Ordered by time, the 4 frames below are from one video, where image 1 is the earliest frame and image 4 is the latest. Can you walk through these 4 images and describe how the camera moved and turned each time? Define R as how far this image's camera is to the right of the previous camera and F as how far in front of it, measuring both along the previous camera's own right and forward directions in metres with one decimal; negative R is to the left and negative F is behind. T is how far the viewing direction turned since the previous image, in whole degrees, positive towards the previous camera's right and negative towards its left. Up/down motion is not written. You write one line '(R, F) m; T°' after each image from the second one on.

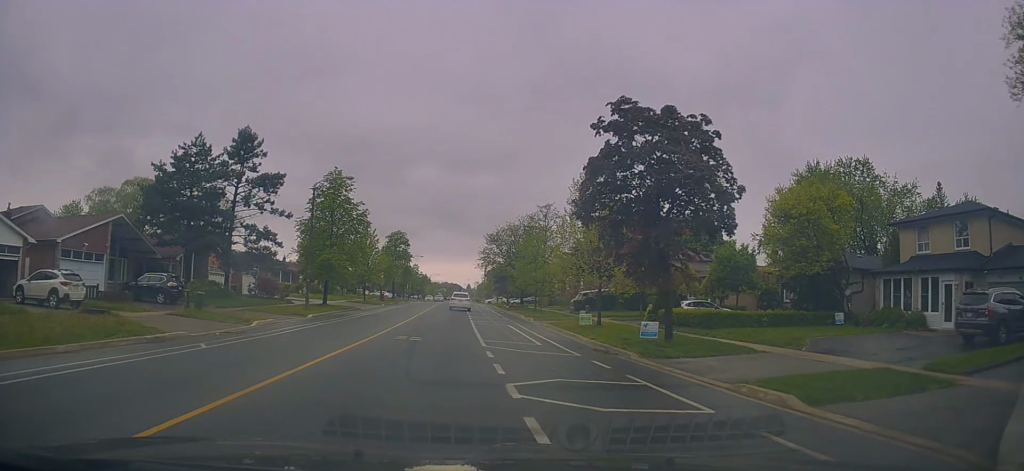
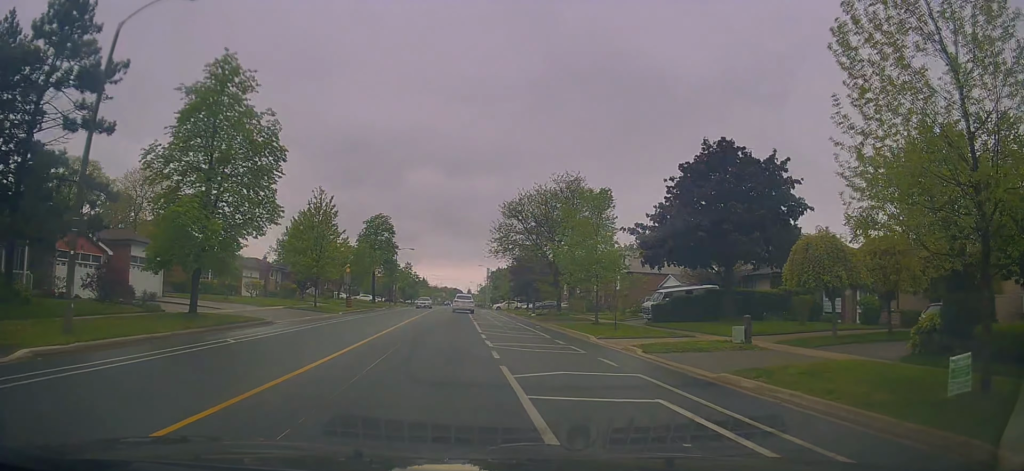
(-0.7, +22.6) m; -4°
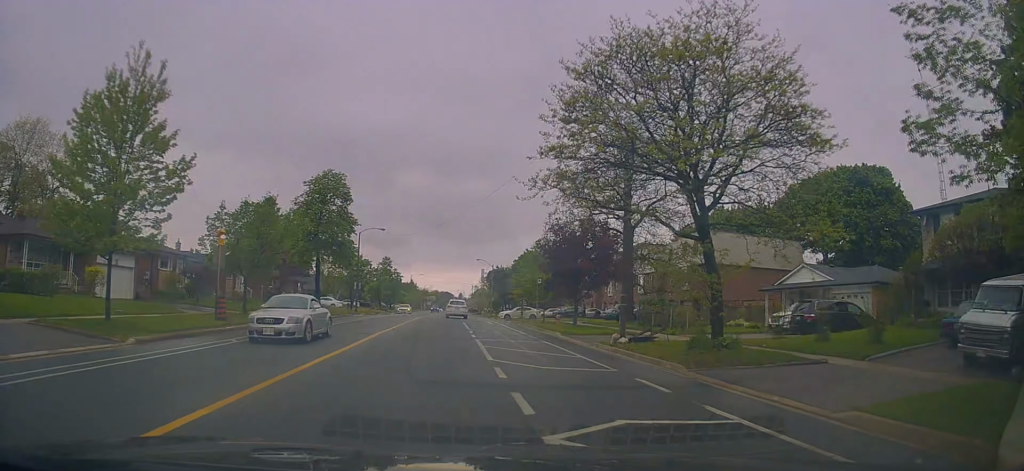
(-0.8, +26.0) m; +2°
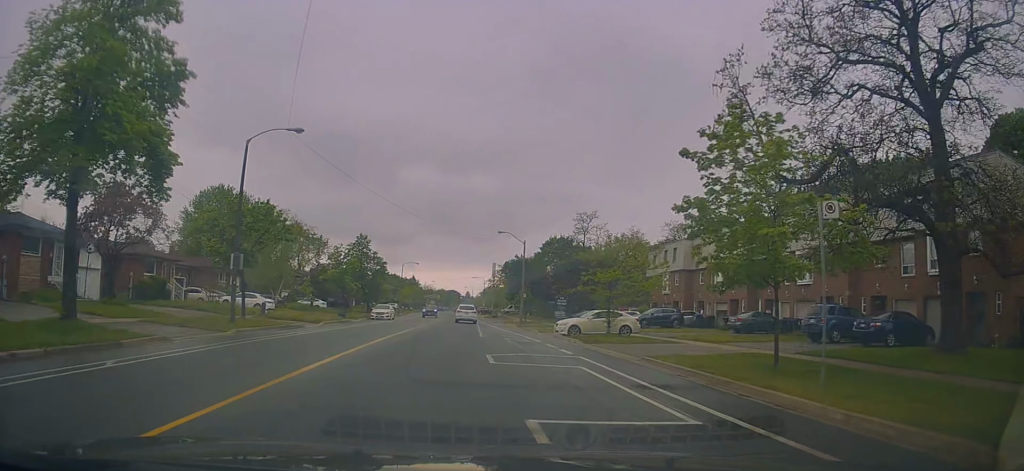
(+0.1, +31.5) m; -1°
